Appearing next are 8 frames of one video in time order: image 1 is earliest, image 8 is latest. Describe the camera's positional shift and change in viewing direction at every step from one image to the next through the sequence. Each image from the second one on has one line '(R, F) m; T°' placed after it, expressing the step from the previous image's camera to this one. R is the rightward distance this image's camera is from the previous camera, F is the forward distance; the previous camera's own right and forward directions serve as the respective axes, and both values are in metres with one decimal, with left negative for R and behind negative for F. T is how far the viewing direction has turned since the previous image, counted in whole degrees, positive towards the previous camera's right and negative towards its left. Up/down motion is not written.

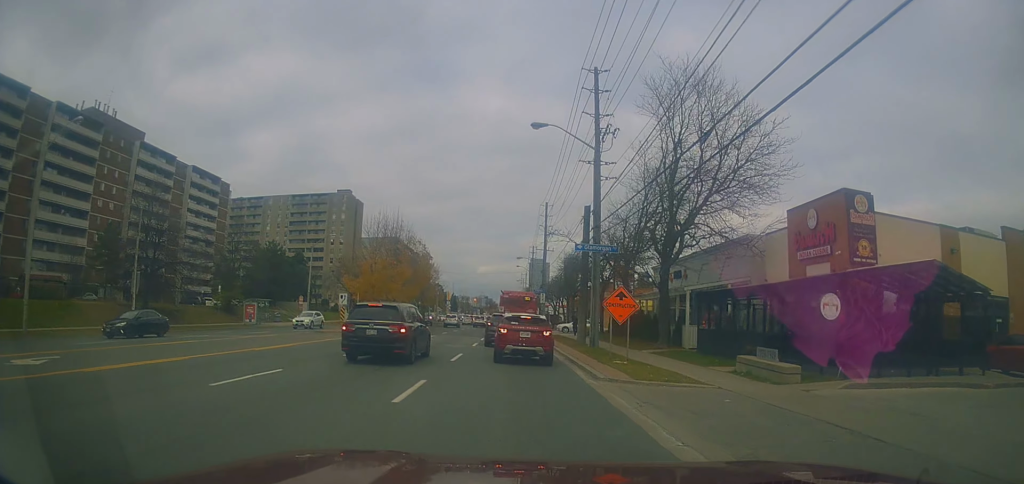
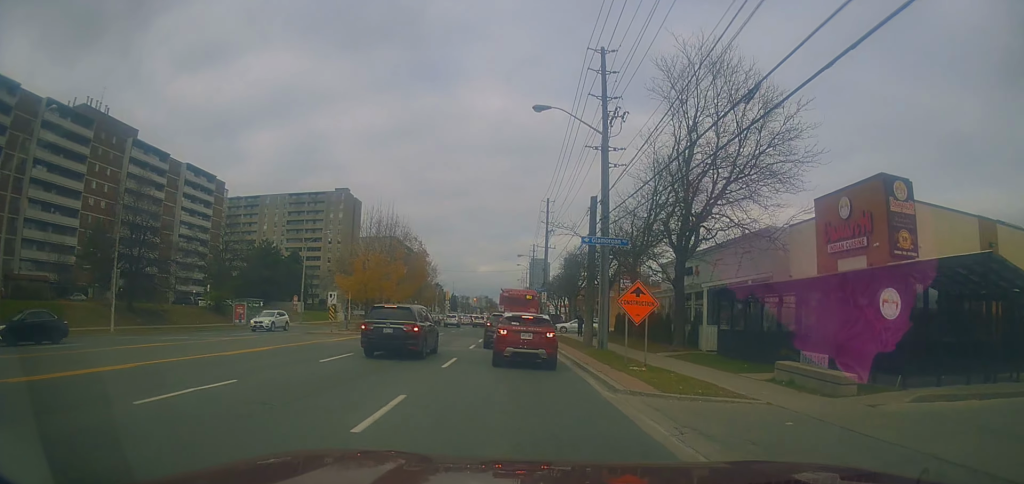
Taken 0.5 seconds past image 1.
(+0.1, +2.6) m; +1°
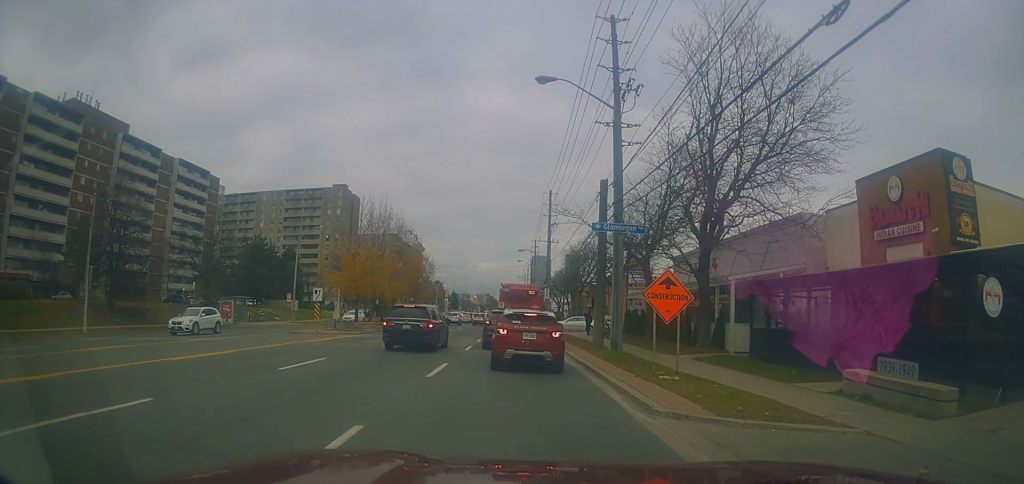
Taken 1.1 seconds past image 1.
(0.0, +3.2) m; +1°
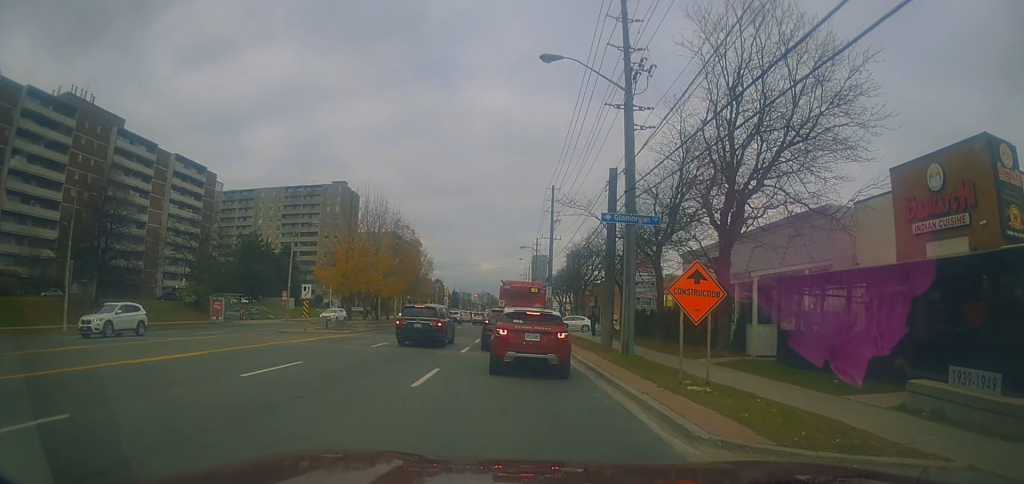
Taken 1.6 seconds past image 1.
(-0.1, +2.3) m; 0°
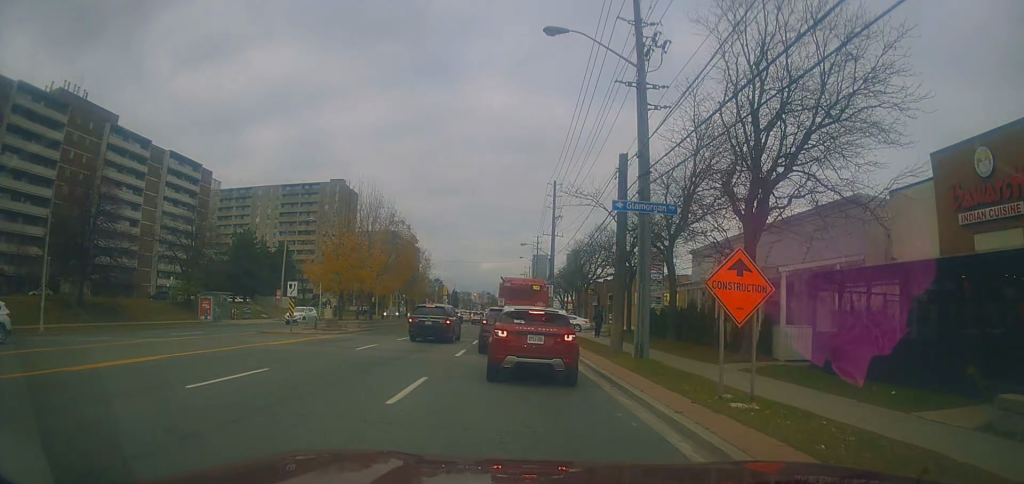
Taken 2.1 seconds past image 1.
(+0.1, +2.4) m; 0°
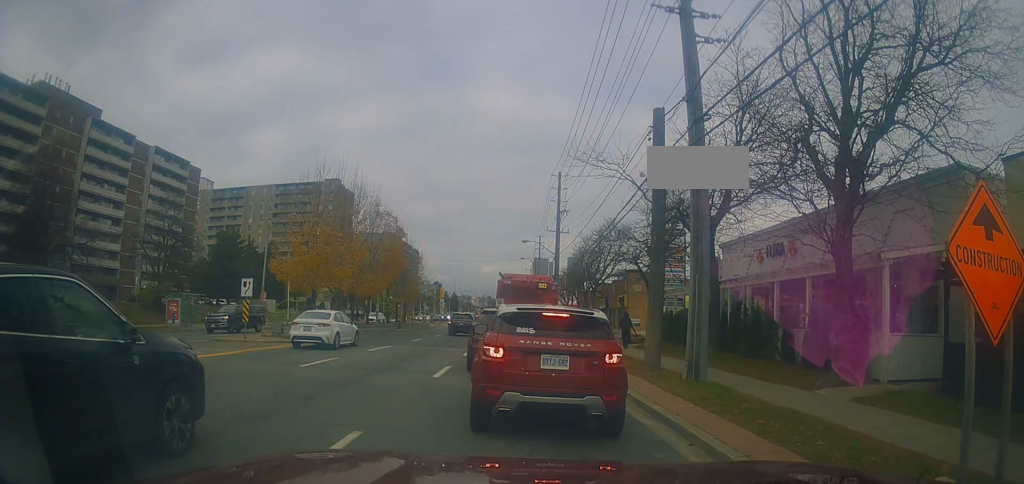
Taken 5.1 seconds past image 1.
(-0.2, +7.3) m; 0°
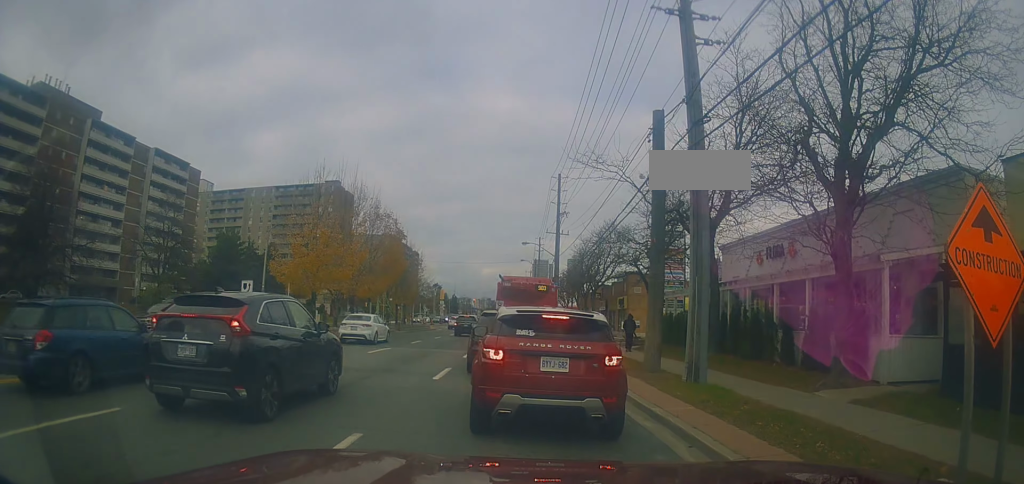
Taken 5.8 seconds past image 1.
(-0.3, +0.2) m; 0°
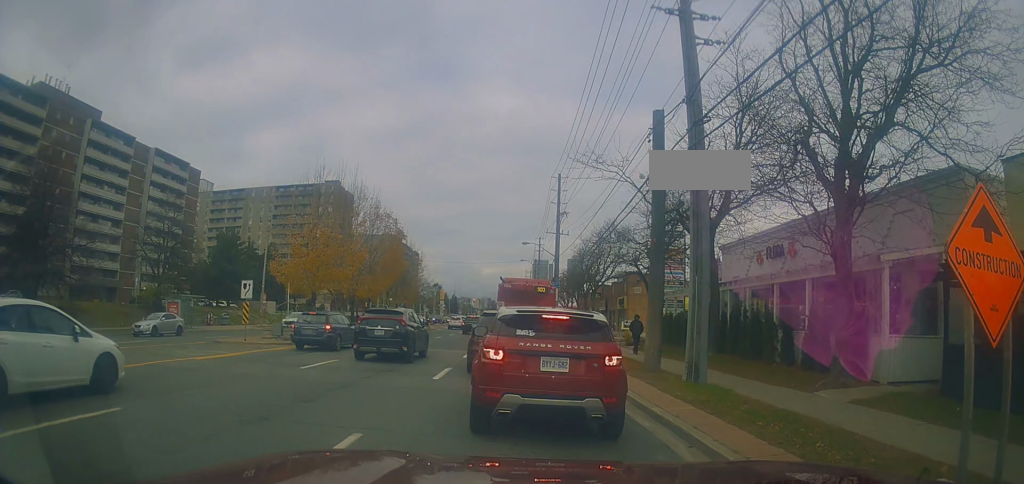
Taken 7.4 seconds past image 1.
(+0.1, +0.3) m; 0°
